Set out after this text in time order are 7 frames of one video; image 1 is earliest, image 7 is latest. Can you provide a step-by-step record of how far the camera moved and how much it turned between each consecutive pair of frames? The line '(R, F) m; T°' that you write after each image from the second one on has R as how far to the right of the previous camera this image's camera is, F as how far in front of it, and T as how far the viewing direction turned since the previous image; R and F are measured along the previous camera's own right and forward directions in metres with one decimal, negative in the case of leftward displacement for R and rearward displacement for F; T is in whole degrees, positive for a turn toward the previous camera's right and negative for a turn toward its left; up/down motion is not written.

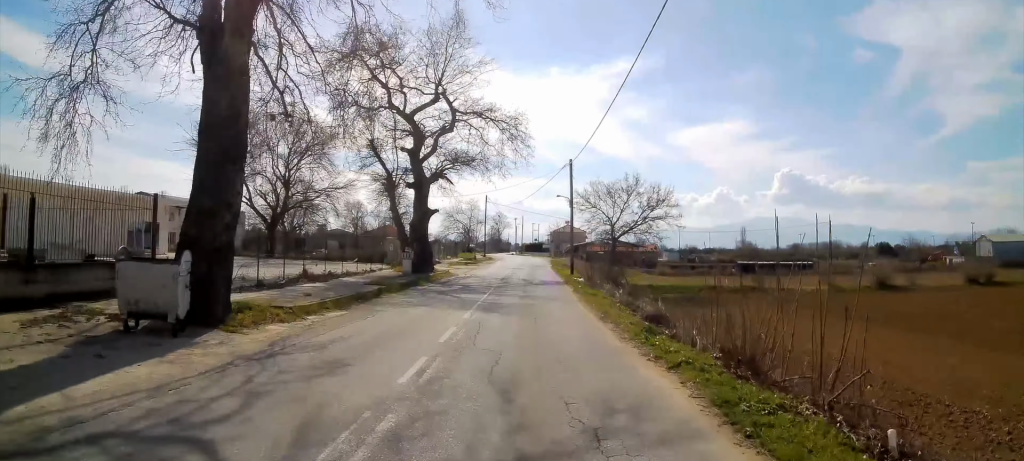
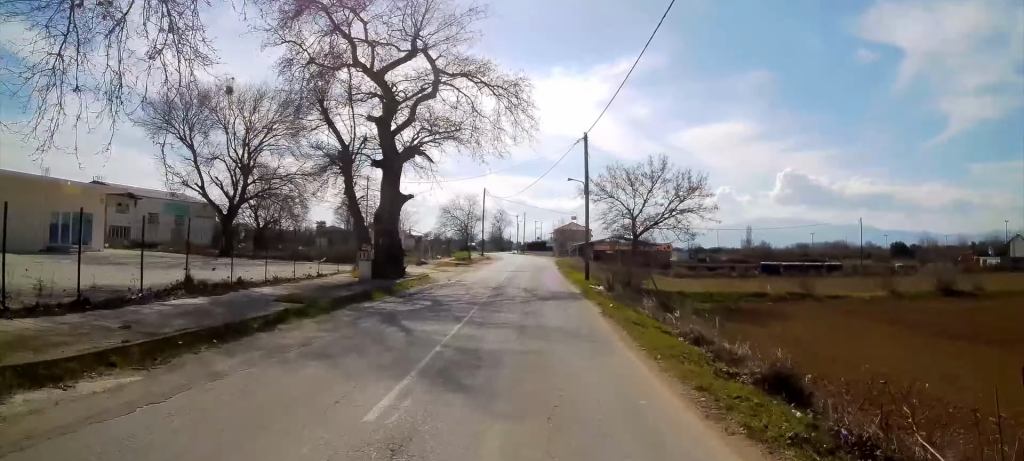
(-0.1, +8.5) m; 0°
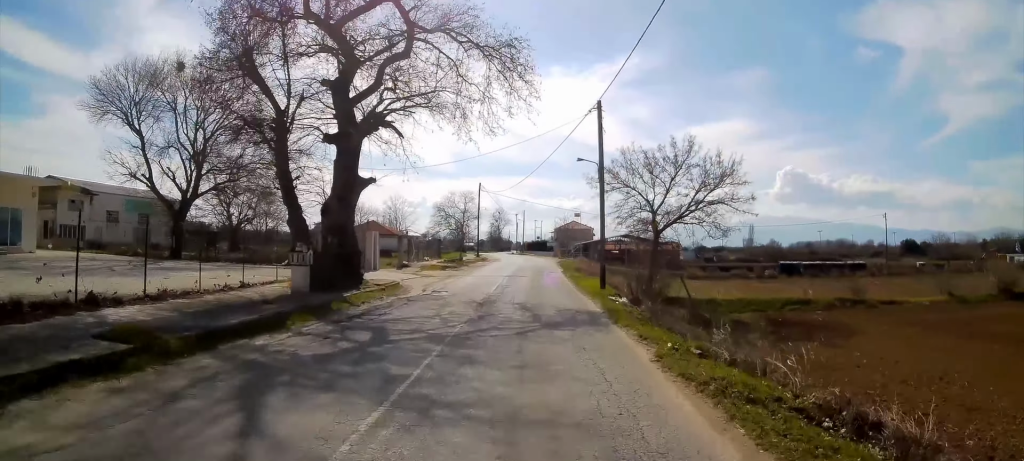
(-0.1, +6.6) m; 0°
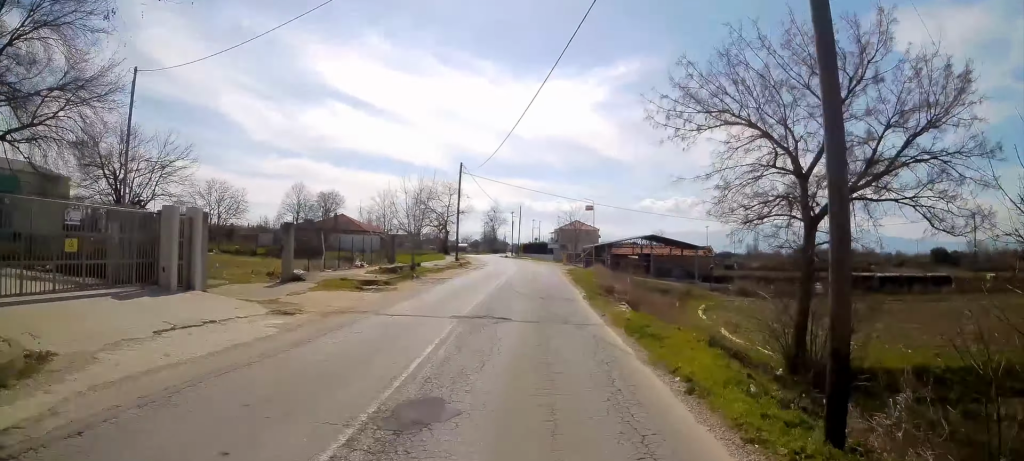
(-0.1, +18.6) m; -1°
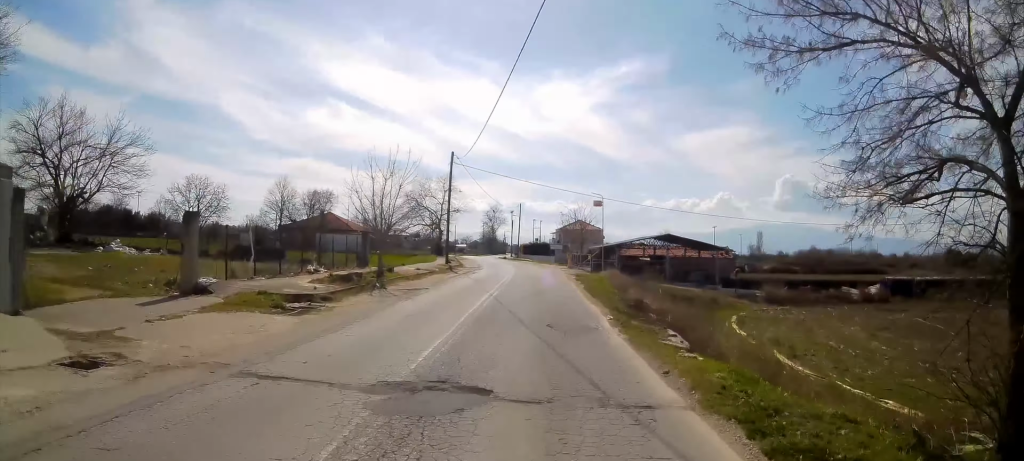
(-0.1, +6.9) m; 0°
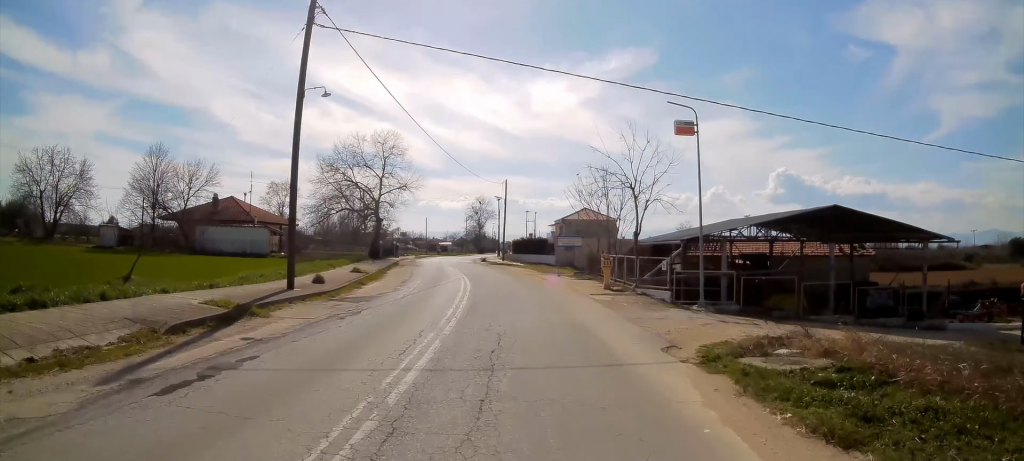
(+0.6, +32.6) m; +2°
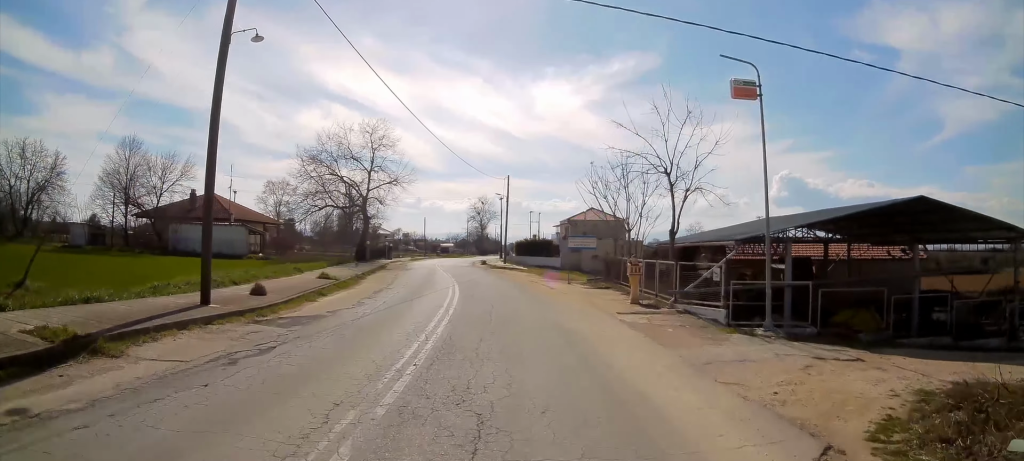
(0.0, +5.7) m; 0°
